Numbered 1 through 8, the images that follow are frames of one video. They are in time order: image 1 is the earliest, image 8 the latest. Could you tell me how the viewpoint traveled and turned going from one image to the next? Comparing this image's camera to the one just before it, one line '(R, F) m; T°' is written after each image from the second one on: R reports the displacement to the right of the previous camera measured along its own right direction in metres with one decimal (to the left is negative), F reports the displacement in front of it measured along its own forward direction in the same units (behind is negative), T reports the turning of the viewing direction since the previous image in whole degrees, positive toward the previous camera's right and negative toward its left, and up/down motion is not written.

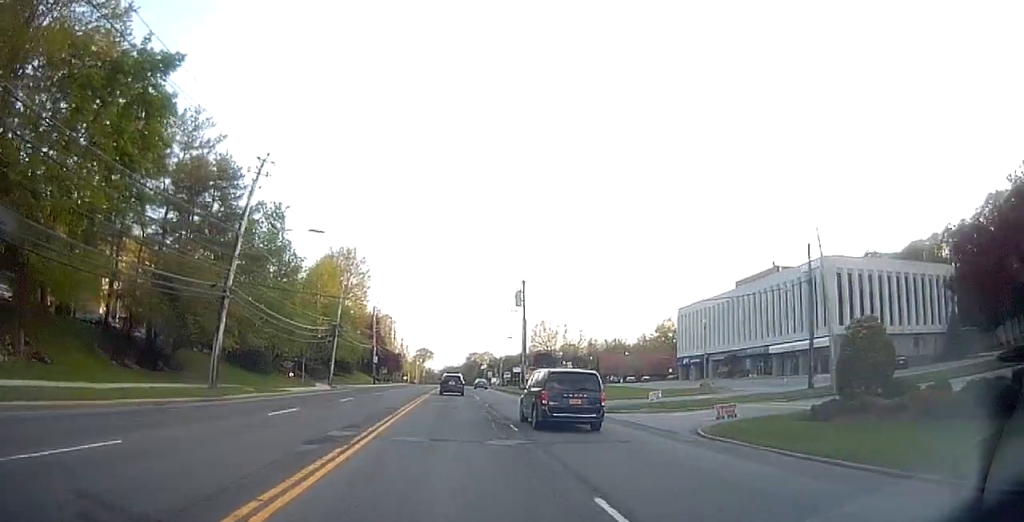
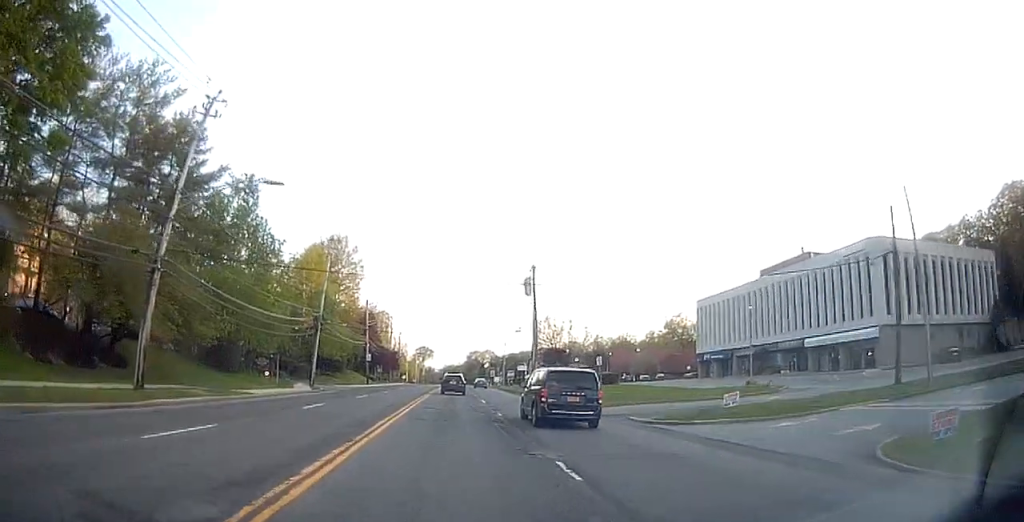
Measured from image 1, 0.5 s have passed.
(+0.1, +8.1) m; -1°
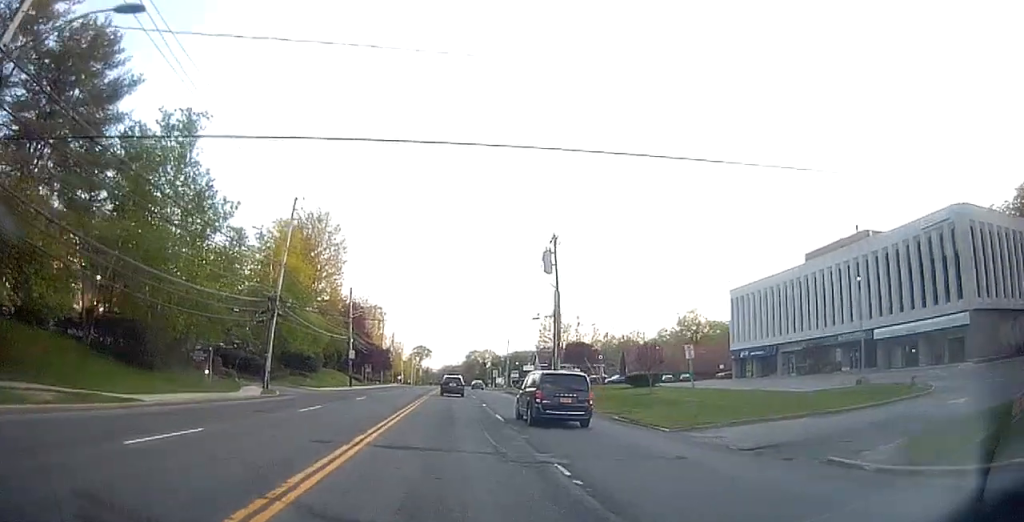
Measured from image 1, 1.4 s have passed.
(-0.2, +13.0) m; 0°
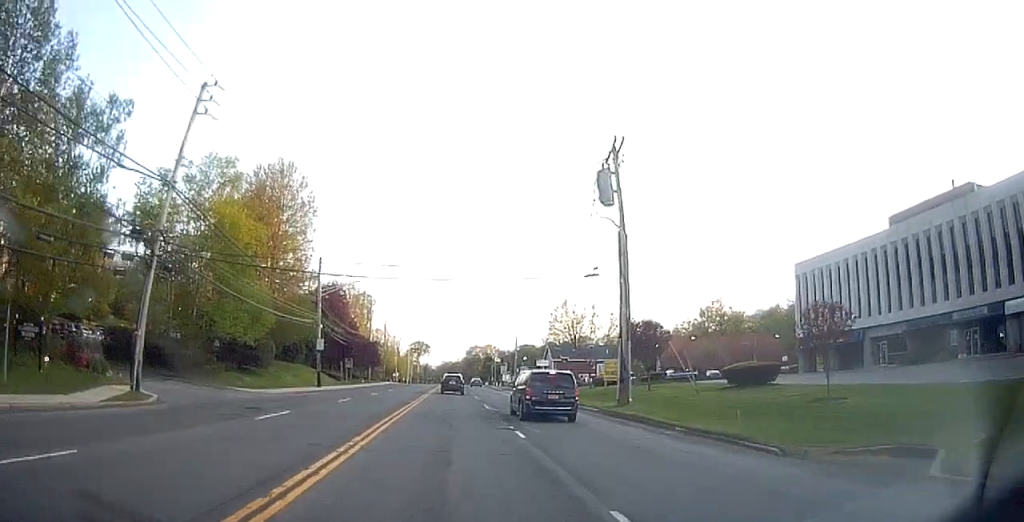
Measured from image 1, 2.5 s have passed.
(+0.3, +17.4) m; 0°
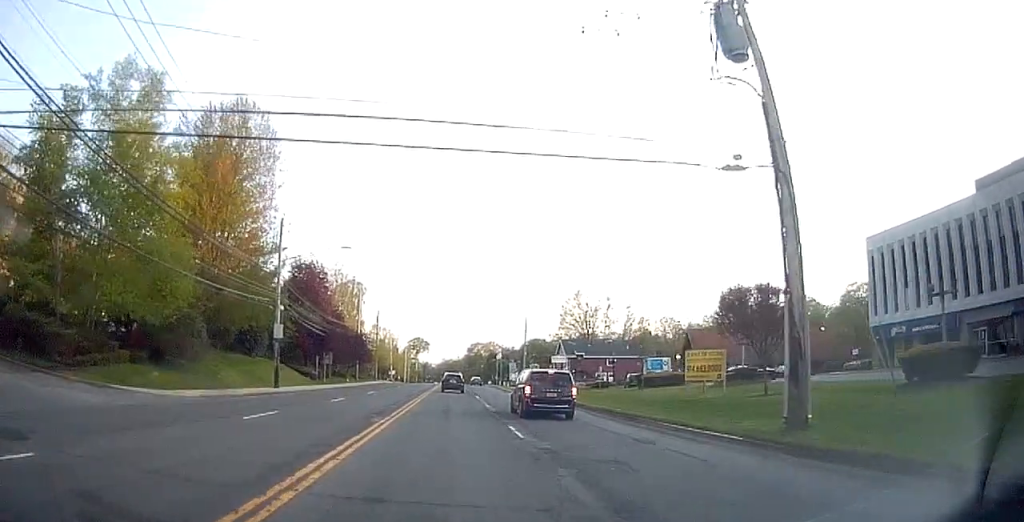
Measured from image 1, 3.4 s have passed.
(-0.3, +13.6) m; -1°
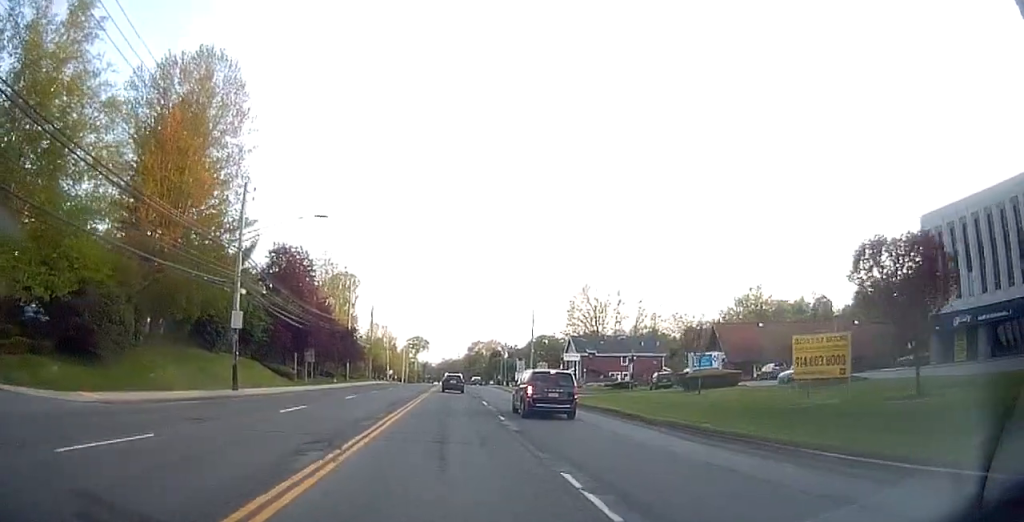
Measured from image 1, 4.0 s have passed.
(0.0, +8.5) m; 0°
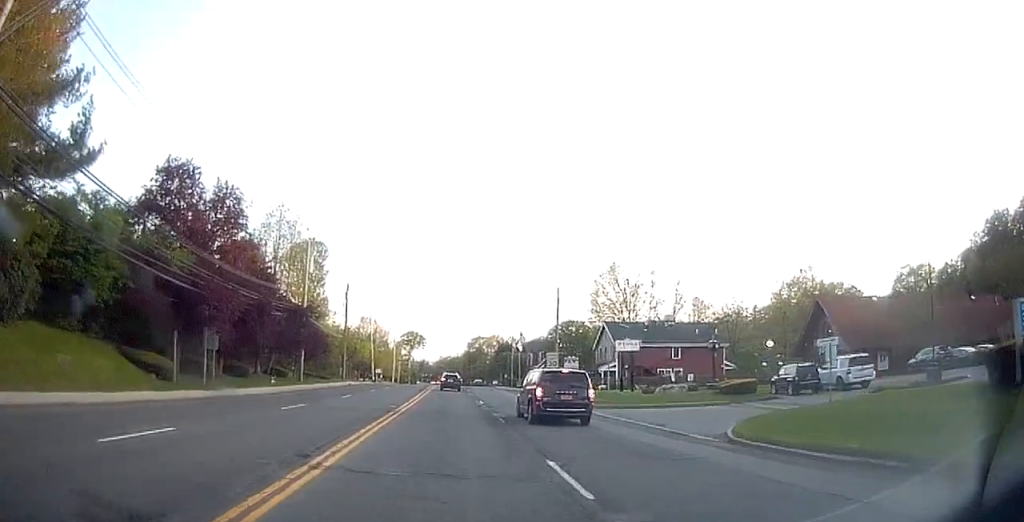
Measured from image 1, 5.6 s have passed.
(+0.2, +23.8) m; 0°
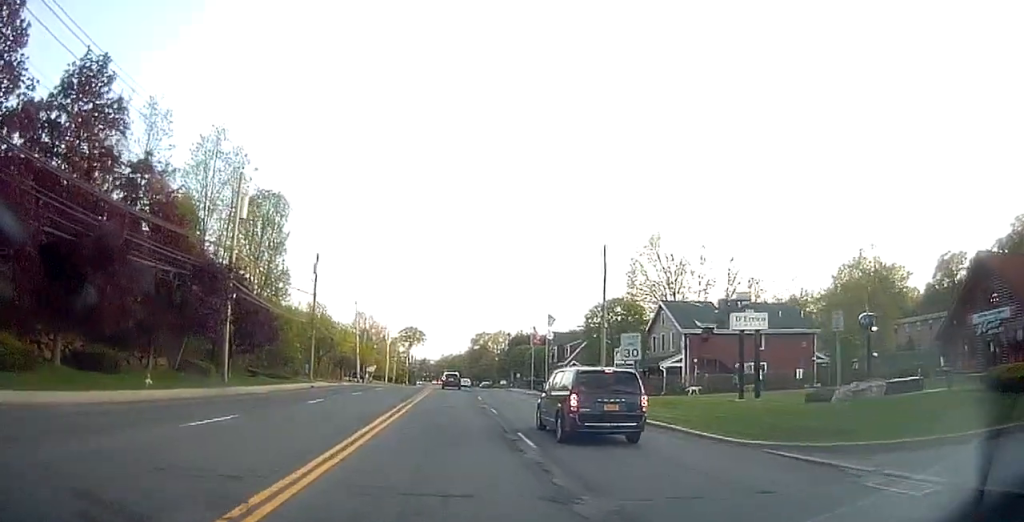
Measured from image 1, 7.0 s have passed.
(-0.2, +20.7) m; -1°
